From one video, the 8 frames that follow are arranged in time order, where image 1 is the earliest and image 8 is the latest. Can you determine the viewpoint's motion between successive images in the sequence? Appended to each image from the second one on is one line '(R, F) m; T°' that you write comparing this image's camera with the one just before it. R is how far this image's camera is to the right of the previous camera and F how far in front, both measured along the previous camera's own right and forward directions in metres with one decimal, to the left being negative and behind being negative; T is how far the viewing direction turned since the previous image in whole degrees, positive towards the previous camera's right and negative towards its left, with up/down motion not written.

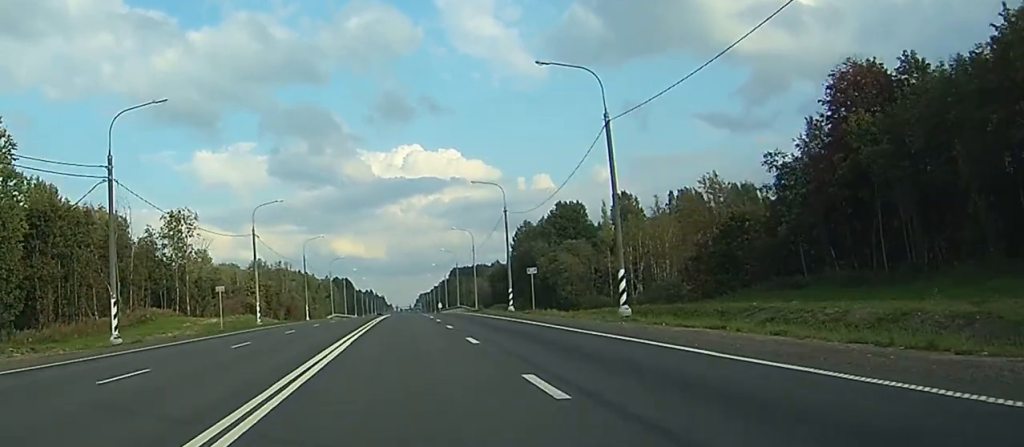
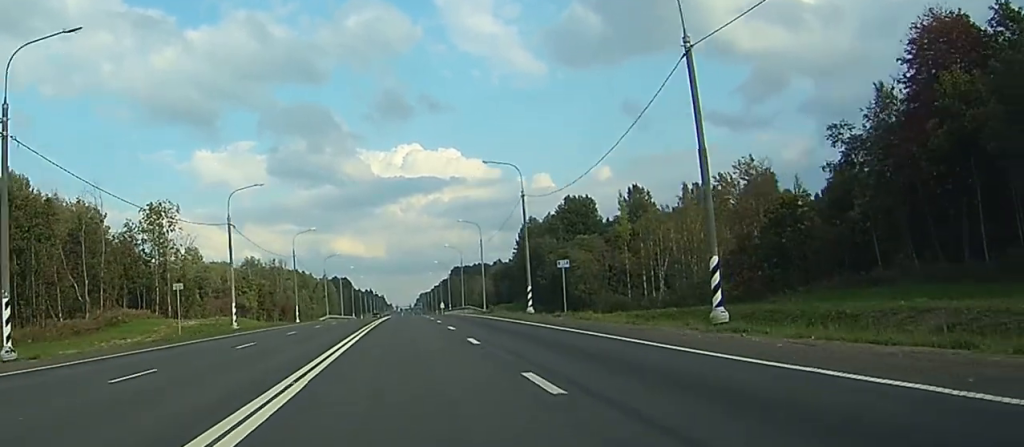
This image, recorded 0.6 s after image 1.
(0.0, +11.9) m; 0°
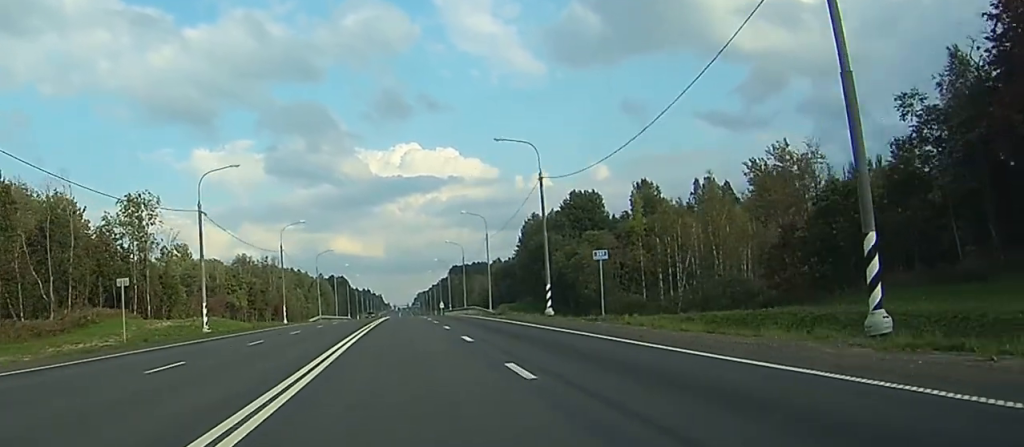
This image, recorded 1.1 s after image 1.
(0.0, +9.8) m; 0°
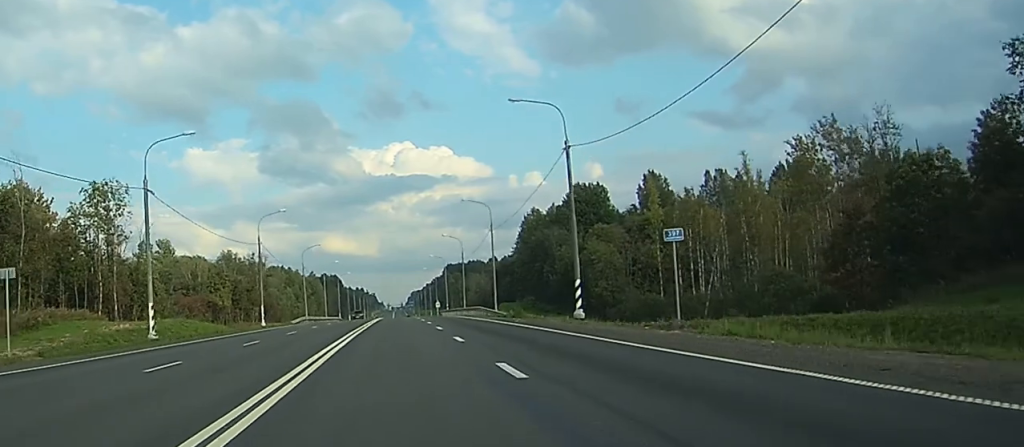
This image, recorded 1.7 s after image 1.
(0.0, +11.8) m; 0°
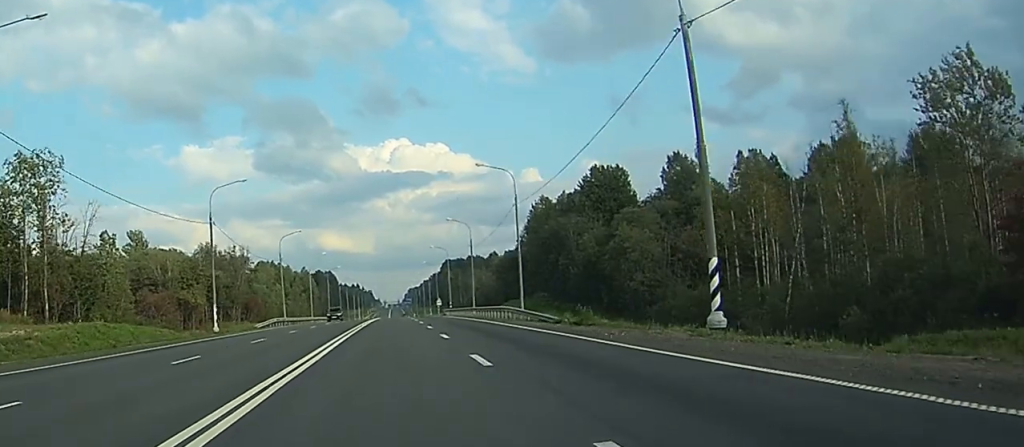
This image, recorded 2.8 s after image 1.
(0.0, +21.0) m; 0°
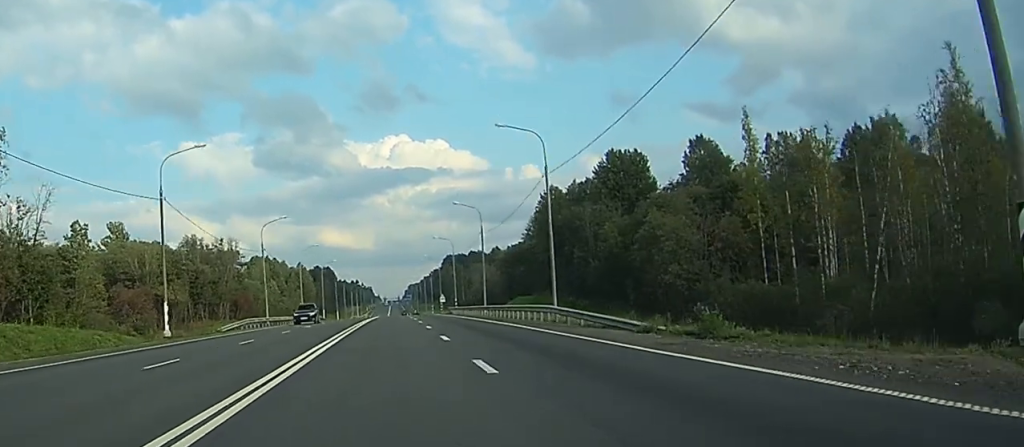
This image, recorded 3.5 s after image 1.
(0.0, +13.9) m; 0°
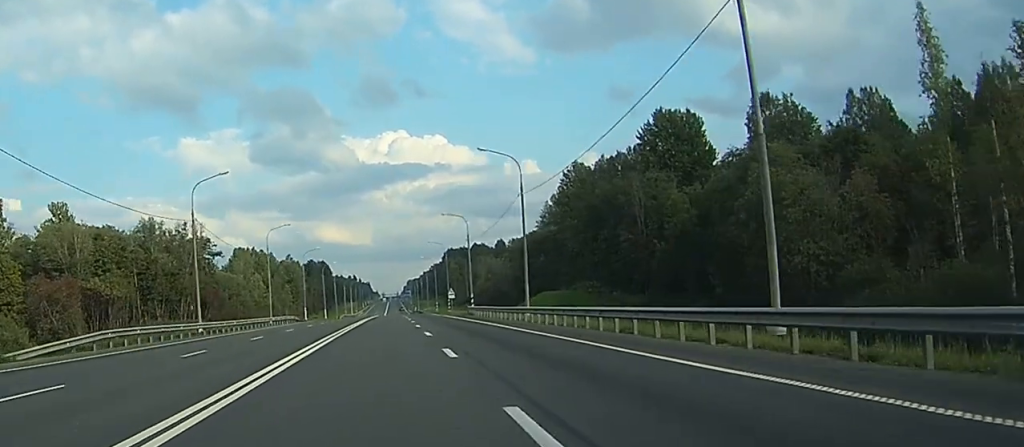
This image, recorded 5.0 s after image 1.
(+0.1, +30.7) m; +1°
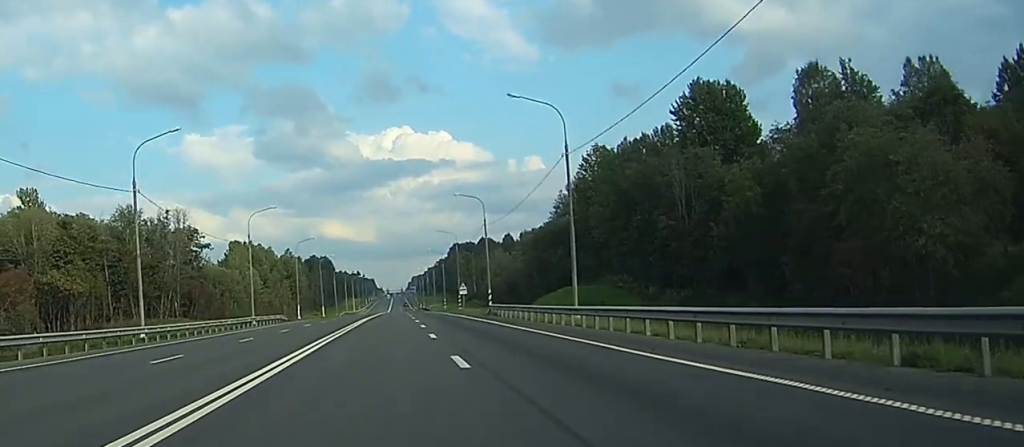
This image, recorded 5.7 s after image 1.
(+0.1, +14.7) m; 0°
